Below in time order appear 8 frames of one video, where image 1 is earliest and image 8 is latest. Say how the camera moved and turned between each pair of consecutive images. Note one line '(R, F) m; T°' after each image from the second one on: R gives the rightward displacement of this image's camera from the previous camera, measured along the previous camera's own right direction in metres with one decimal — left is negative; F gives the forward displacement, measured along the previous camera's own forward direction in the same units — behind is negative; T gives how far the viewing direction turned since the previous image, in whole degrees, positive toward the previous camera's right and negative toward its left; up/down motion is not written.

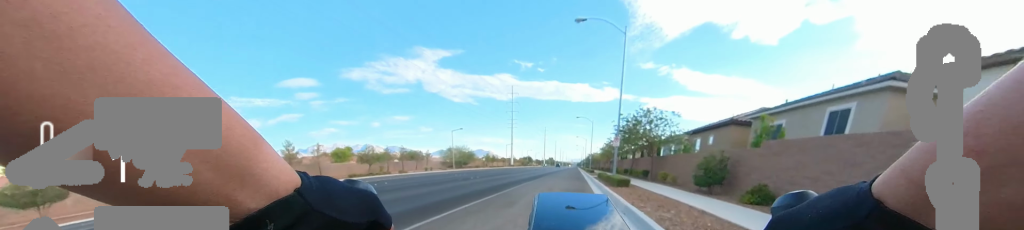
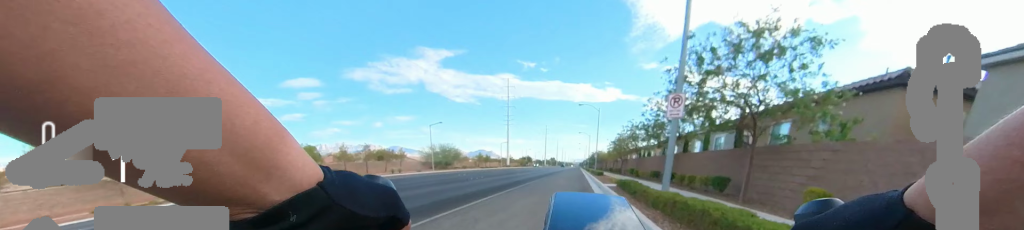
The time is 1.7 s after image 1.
(0.0, +11.6) m; 0°
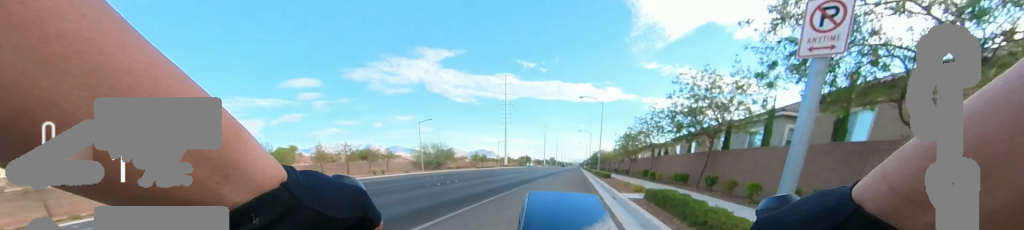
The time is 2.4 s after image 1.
(0.0, +4.7) m; 0°
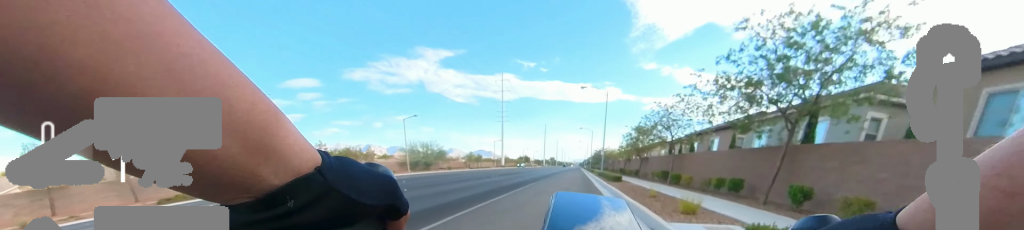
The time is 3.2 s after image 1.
(0.0, +5.0) m; 0°
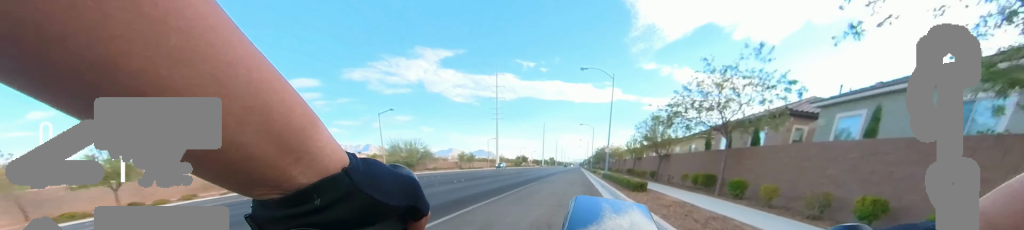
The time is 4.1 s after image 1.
(0.0, +6.8) m; 0°
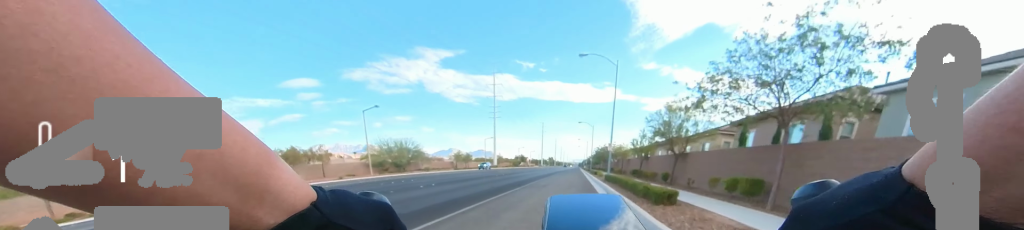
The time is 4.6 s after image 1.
(0.0, +3.4) m; 0°
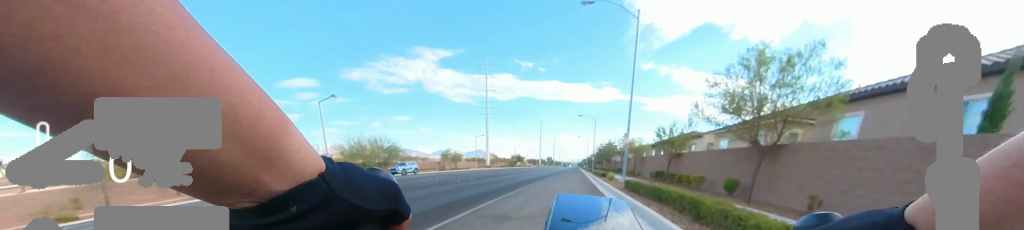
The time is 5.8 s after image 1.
(0.0, +7.6) m; 0°
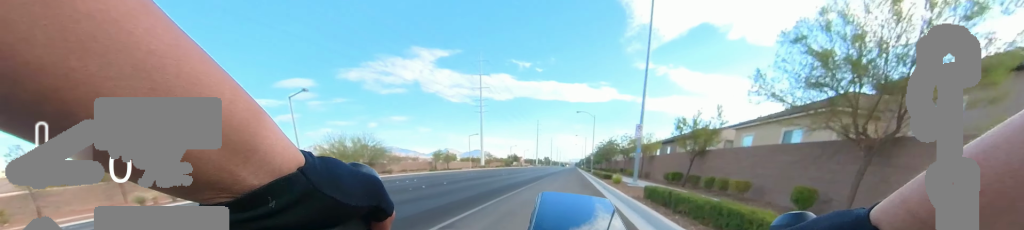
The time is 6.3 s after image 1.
(0.0, +3.5) m; 0°
